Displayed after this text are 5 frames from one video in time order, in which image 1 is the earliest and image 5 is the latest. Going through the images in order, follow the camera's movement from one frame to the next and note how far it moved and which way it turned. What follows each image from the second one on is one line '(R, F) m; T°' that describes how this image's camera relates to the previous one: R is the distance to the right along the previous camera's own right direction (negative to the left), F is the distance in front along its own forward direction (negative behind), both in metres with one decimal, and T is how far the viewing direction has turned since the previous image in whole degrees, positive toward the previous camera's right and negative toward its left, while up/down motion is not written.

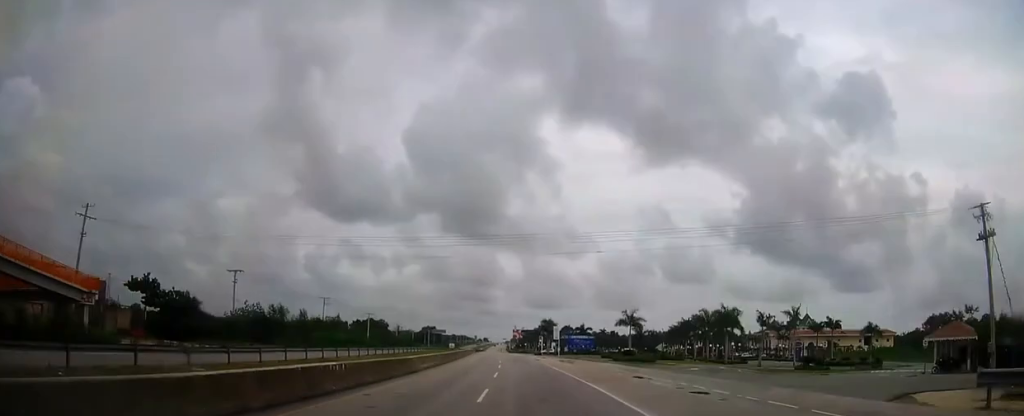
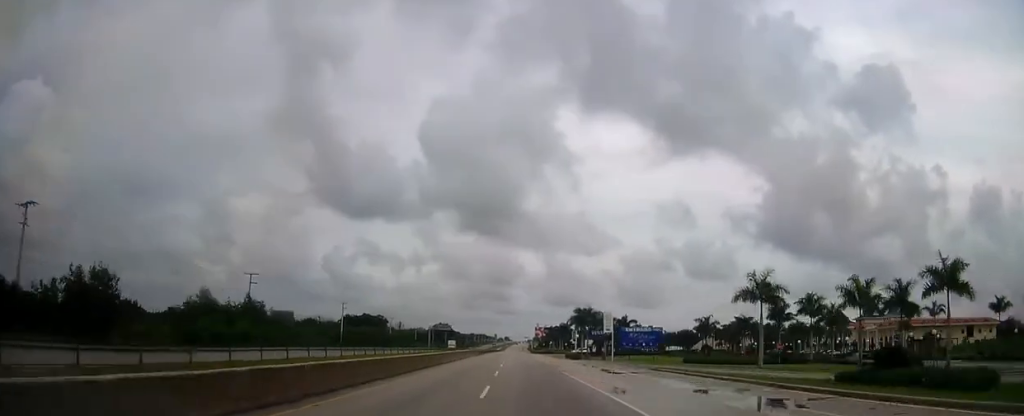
(-1.1, +47.1) m; -1°
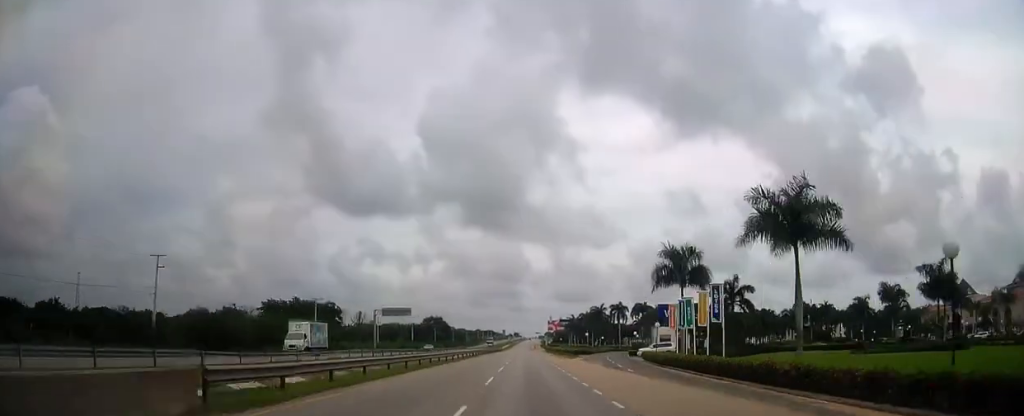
(-1.2, +78.9) m; -1°
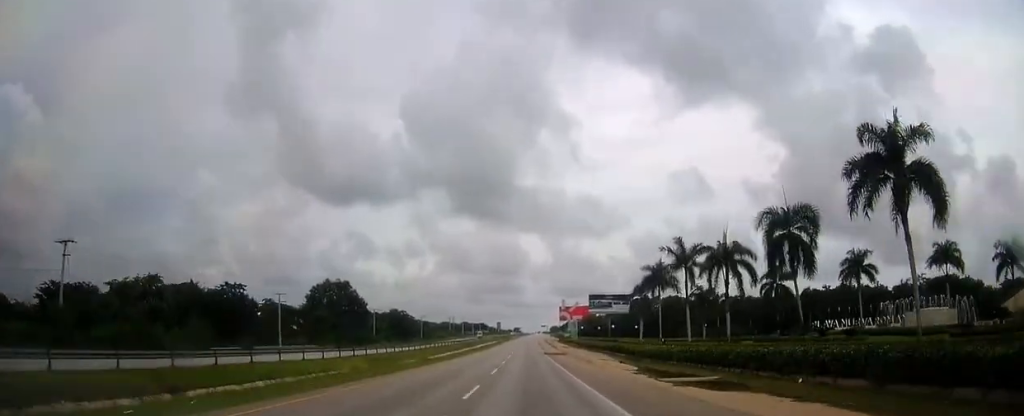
(-0.6, +175.8) m; 0°
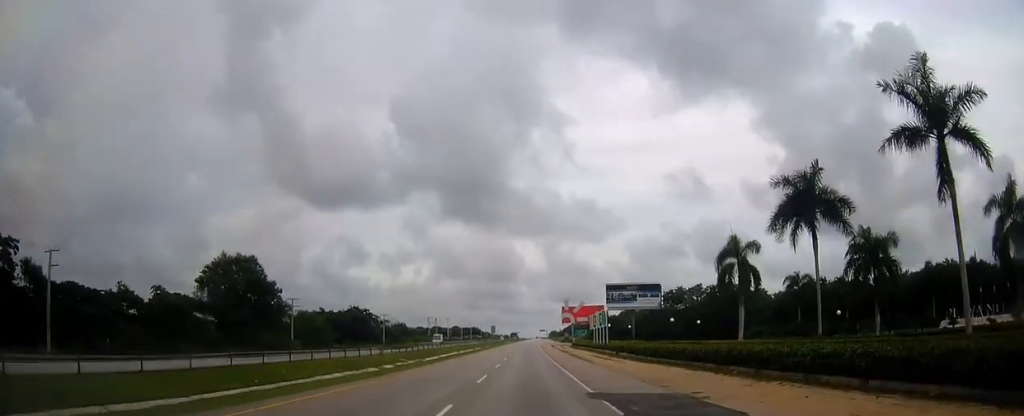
(-0.1, +53.3) m; 0°
